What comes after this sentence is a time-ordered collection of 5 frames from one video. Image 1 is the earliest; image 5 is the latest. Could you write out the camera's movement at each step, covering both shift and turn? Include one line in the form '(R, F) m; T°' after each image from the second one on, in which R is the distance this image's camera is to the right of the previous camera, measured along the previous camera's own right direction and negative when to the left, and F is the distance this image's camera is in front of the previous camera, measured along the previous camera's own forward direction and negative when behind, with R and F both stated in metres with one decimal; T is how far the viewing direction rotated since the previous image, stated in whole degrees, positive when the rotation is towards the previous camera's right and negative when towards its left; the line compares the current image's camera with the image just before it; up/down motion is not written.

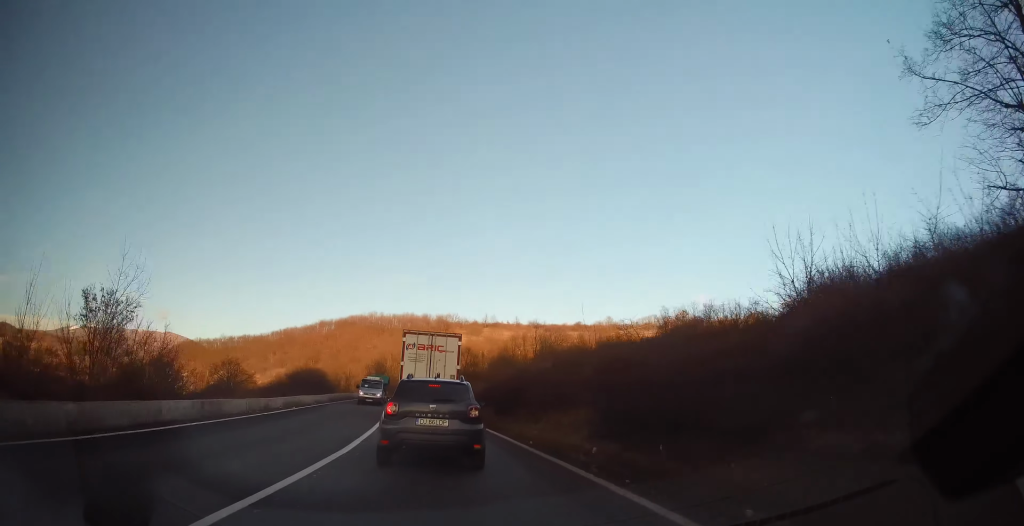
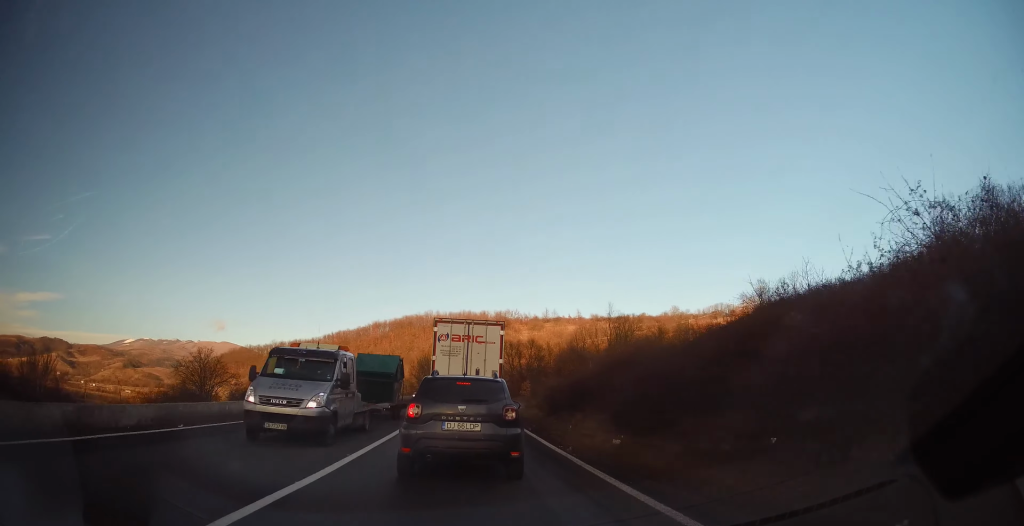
(-1.4, +15.3) m; -7°
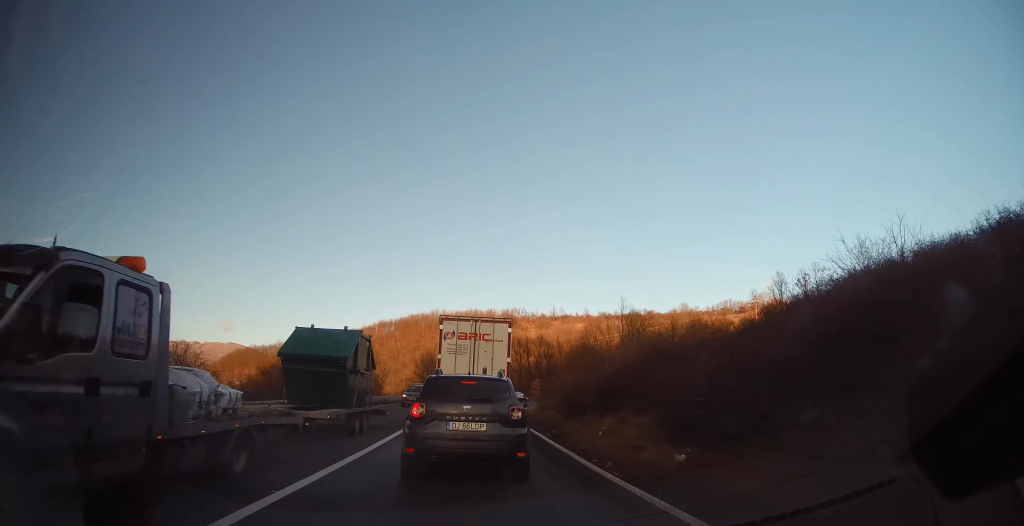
(0.0, +4.2) m; 0°
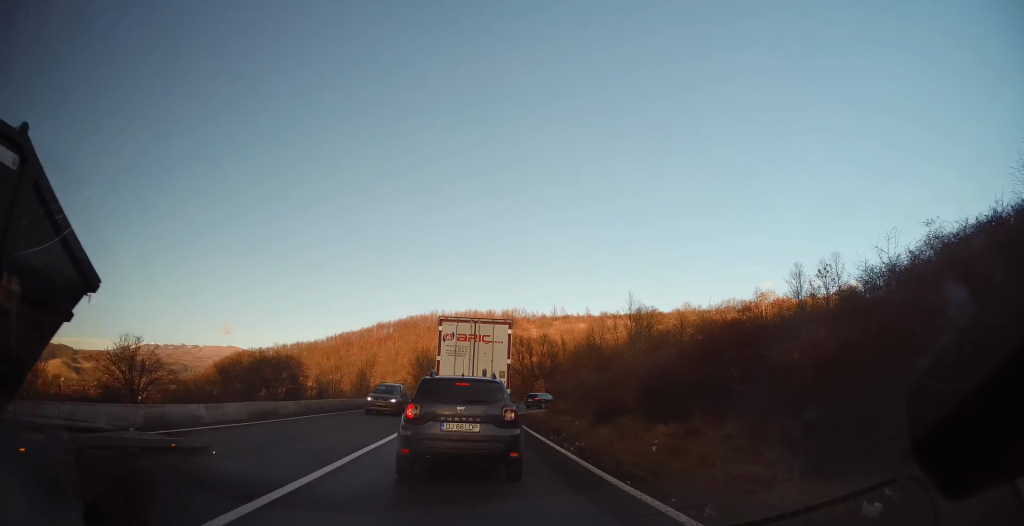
(+0.1, +5.9) m; +2°
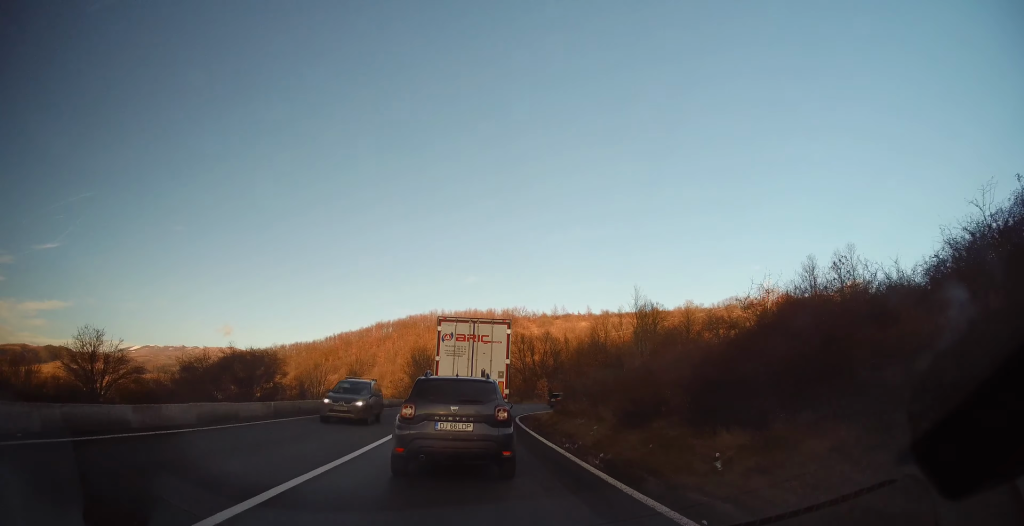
(0.0, +3.7) m; 0°
